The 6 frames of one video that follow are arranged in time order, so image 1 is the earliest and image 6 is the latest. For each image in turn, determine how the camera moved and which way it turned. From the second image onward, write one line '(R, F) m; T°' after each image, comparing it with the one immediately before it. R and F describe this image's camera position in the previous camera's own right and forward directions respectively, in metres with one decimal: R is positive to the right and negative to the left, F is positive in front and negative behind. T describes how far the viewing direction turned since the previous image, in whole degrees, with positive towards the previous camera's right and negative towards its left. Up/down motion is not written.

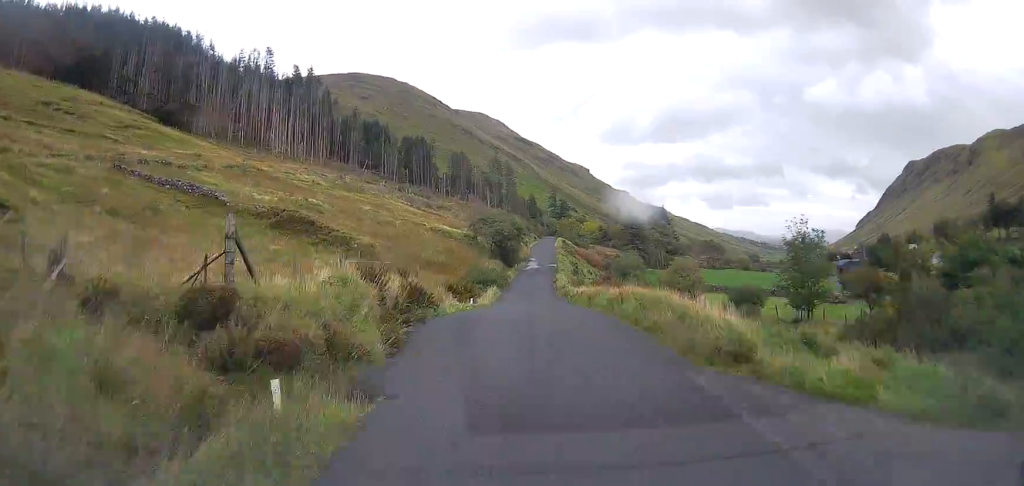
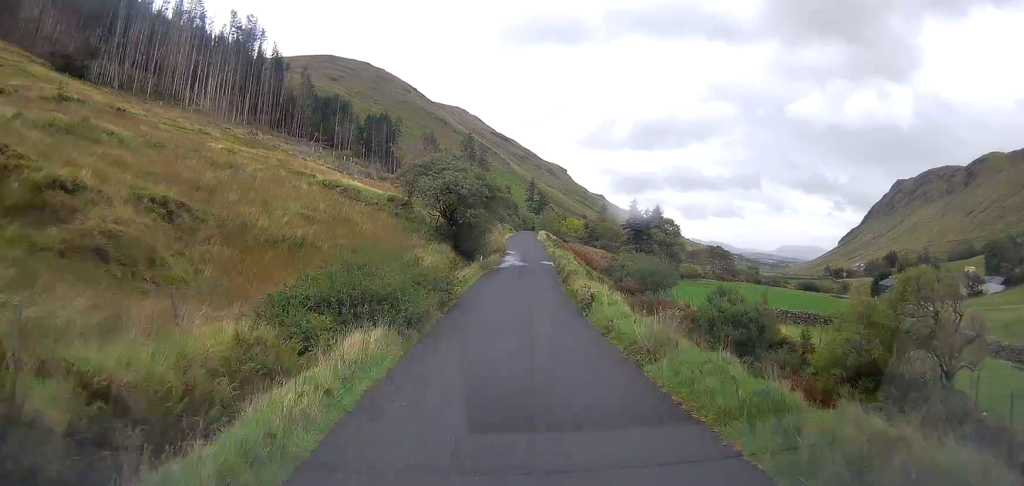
(+0.5, +38.8) m; +2°
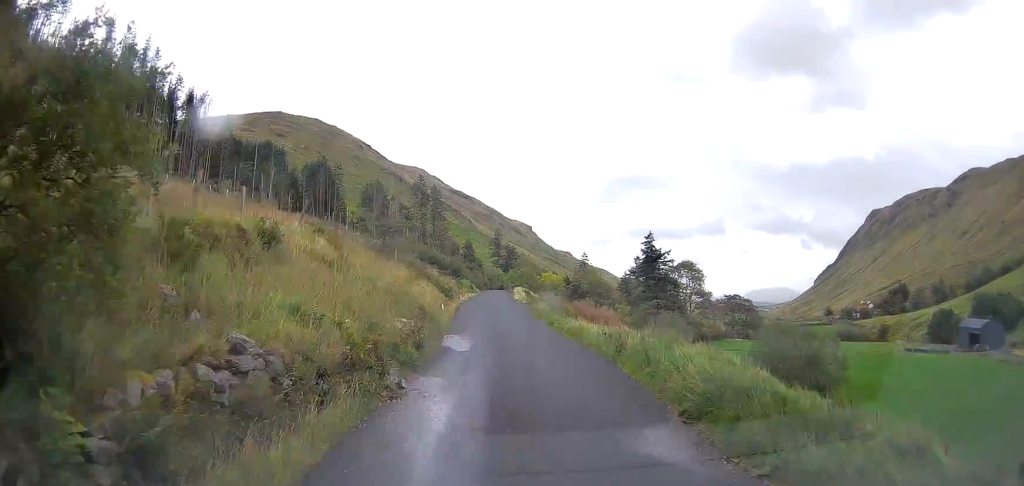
(+1.0, +43.3) m; +3°
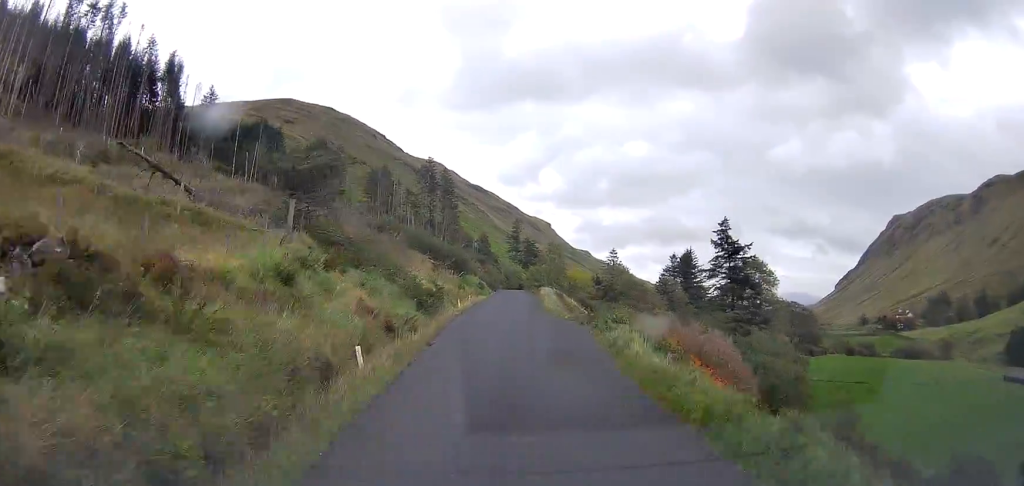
(-0.1, +25.6) m; -1°
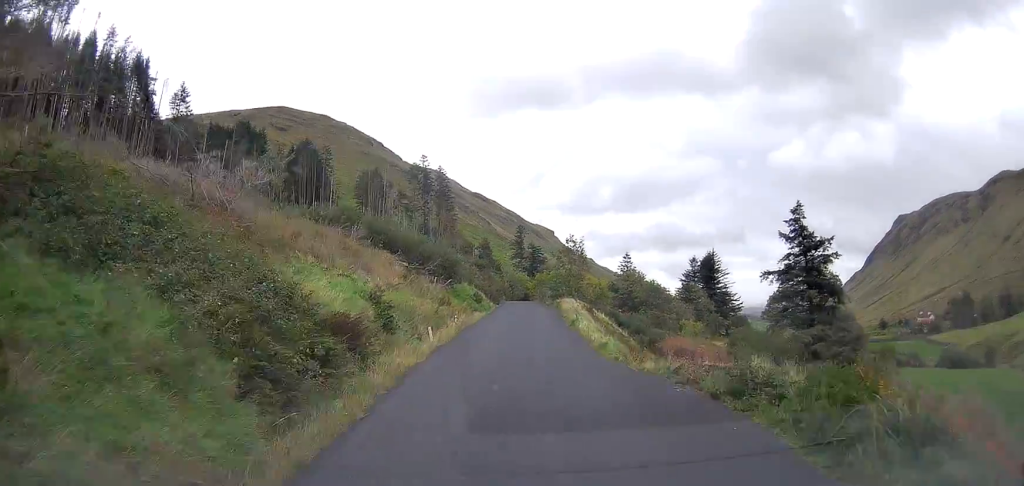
(-0.1, +18.0) m; 0°
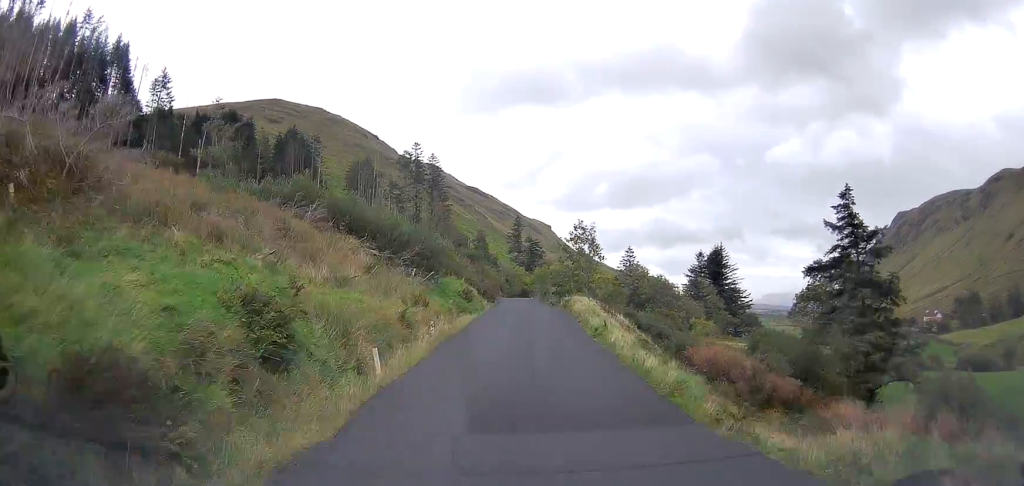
(+0.1, +8.9) m; 0°
